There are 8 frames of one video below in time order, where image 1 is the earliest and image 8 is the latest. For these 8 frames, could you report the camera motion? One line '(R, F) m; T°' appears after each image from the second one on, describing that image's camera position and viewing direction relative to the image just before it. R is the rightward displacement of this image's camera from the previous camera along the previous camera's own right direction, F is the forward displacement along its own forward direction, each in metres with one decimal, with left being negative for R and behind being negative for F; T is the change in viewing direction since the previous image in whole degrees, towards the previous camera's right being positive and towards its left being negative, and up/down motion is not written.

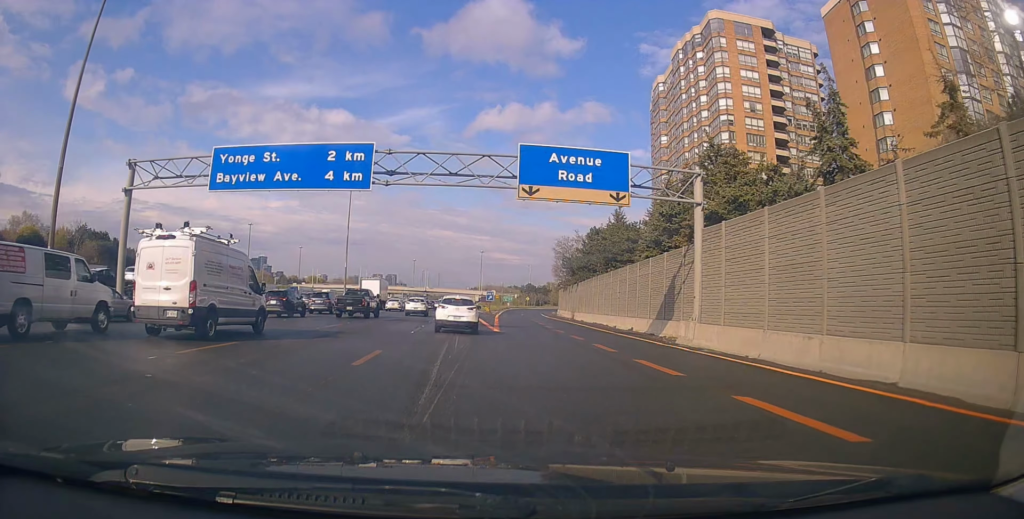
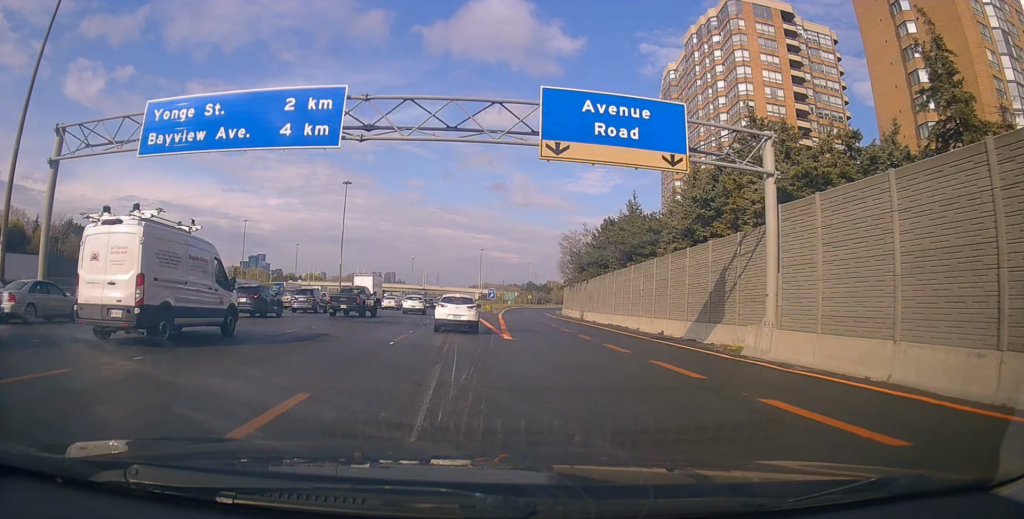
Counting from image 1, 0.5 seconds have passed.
(0.0, +6.5) m; 0°
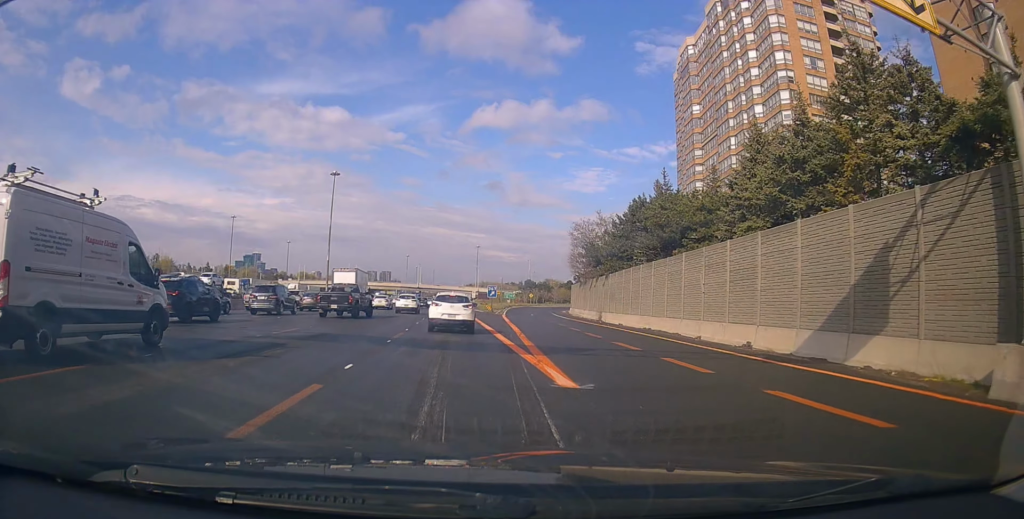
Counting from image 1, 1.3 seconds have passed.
(0.0, +11.5) m; -2°
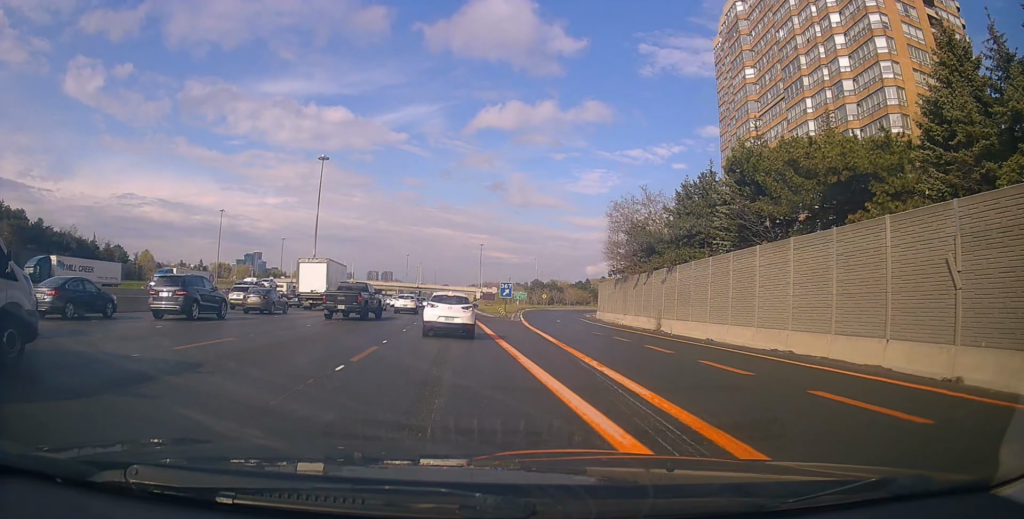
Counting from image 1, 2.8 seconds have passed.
(-1.3, +18.1) m; -2°
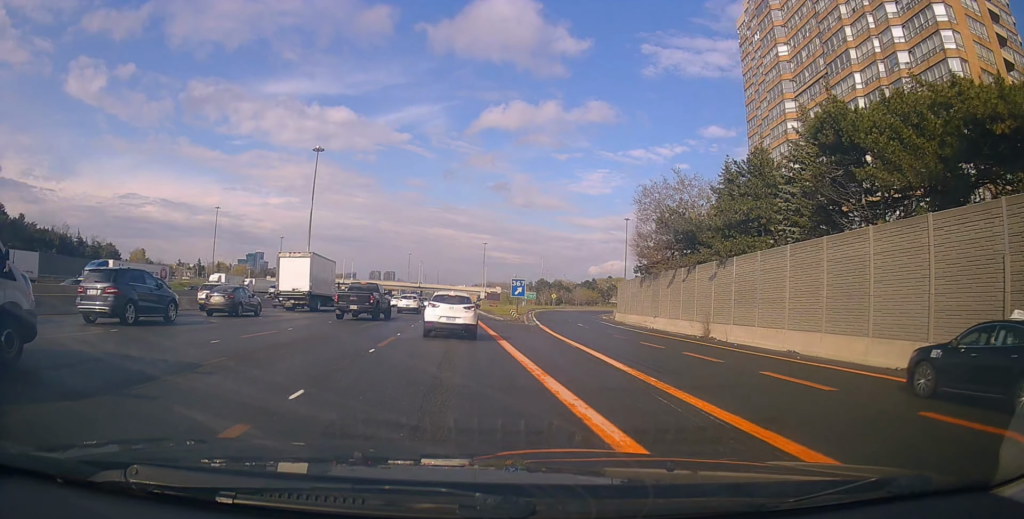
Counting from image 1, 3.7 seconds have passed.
(+1.0, +8.6) m; +4°
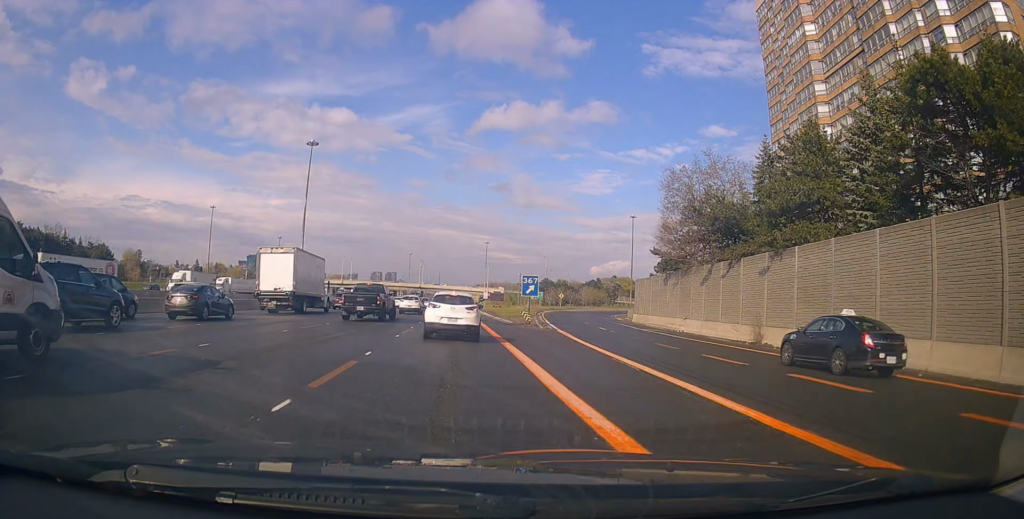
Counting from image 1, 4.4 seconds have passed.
(0.0, +6.8) m; +1°
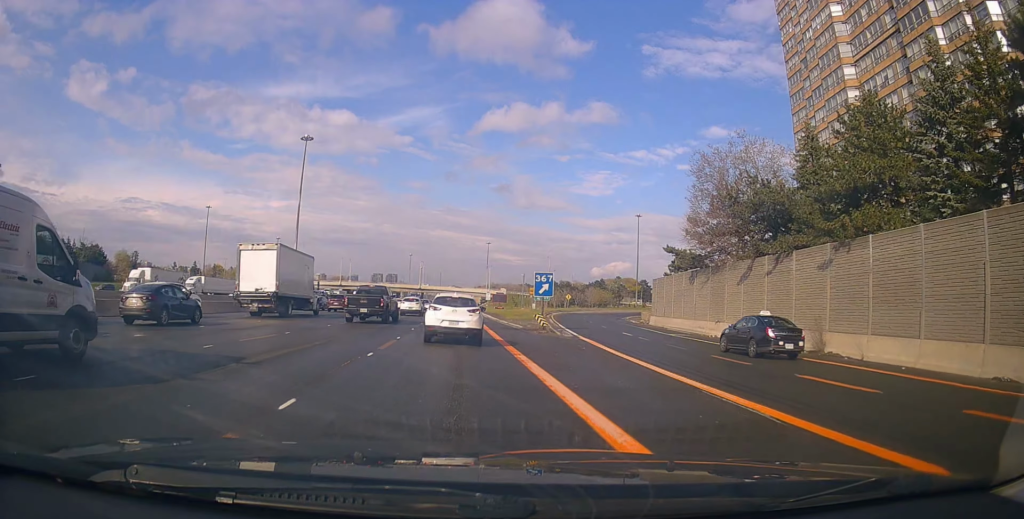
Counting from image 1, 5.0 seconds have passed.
(-0.3, +6.0) m; -1°
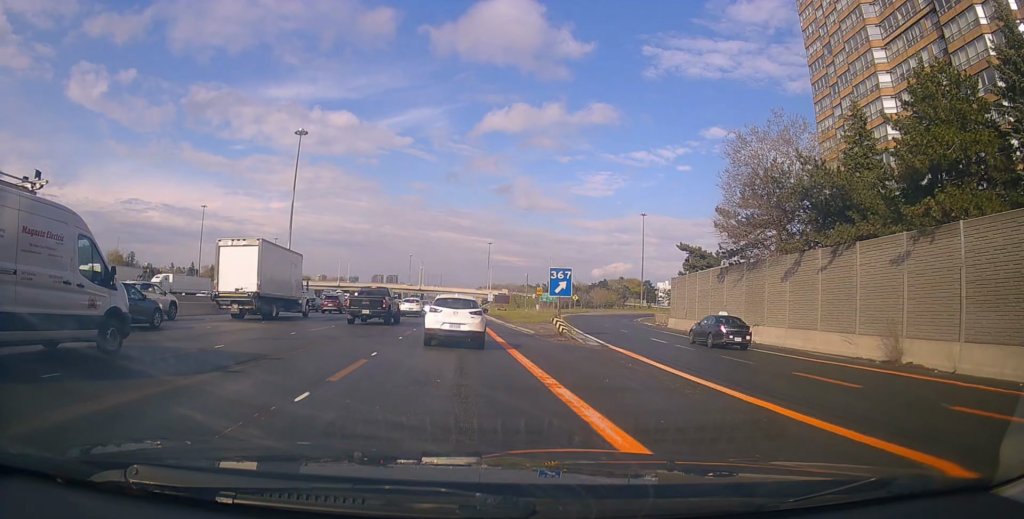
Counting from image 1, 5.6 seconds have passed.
(+0.3, +5.3) m; -1°
